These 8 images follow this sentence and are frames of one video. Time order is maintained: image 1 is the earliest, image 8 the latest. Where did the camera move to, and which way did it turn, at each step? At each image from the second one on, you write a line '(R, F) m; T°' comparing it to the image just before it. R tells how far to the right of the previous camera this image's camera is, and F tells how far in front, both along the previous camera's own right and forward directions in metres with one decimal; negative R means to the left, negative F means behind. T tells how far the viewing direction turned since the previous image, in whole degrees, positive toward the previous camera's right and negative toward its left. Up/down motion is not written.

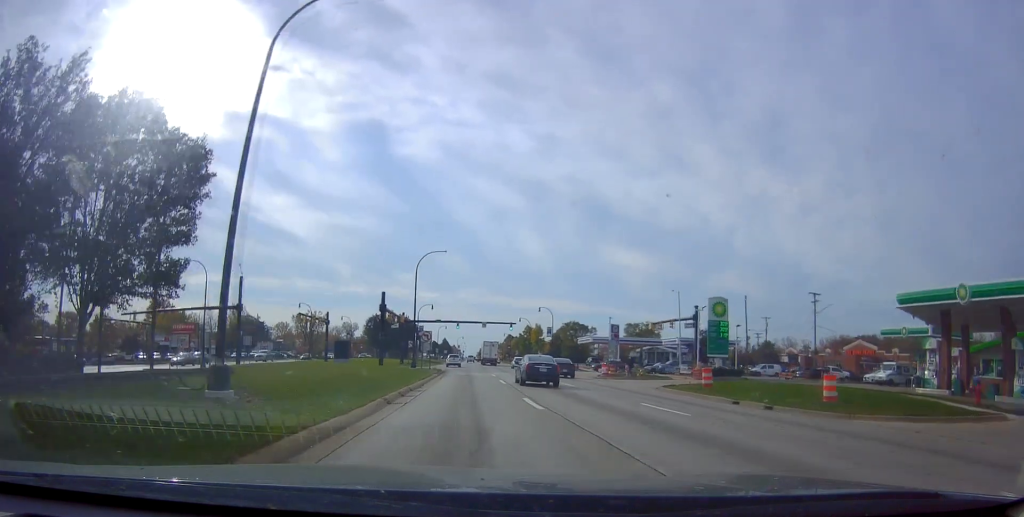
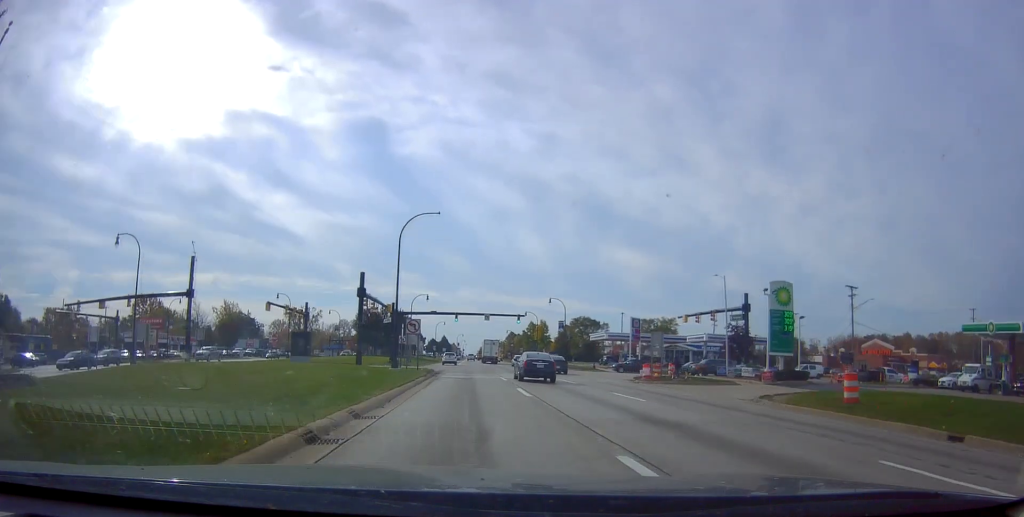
(-0.4, +11.8) m; 0°
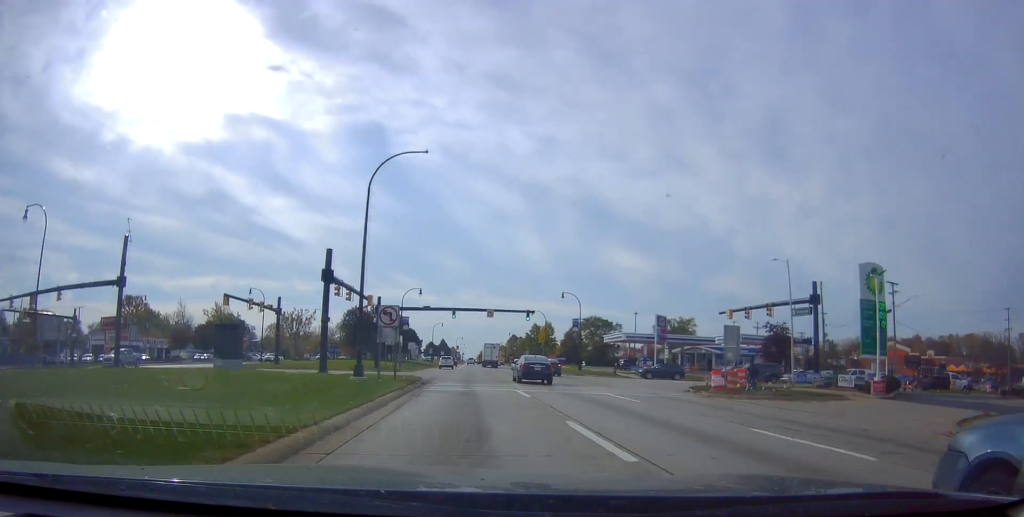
(-0.3, +11.3) m; 0°
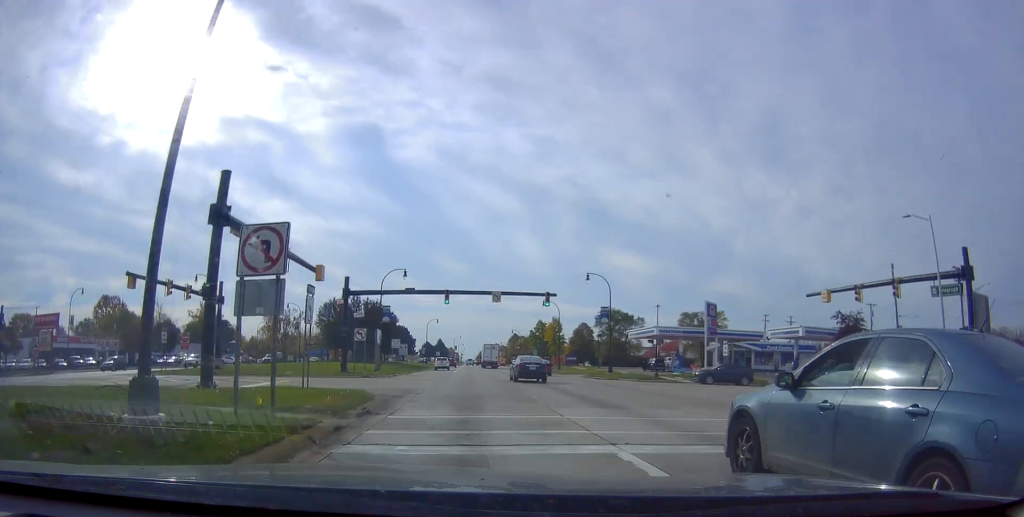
(+0.6, +16.0) m; +2°
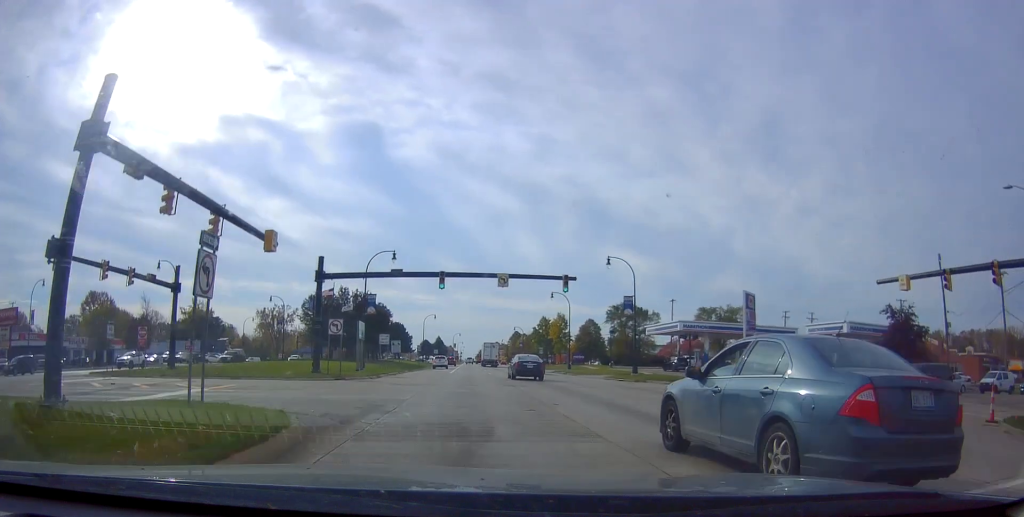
(0.0, +8.5) m; 0°
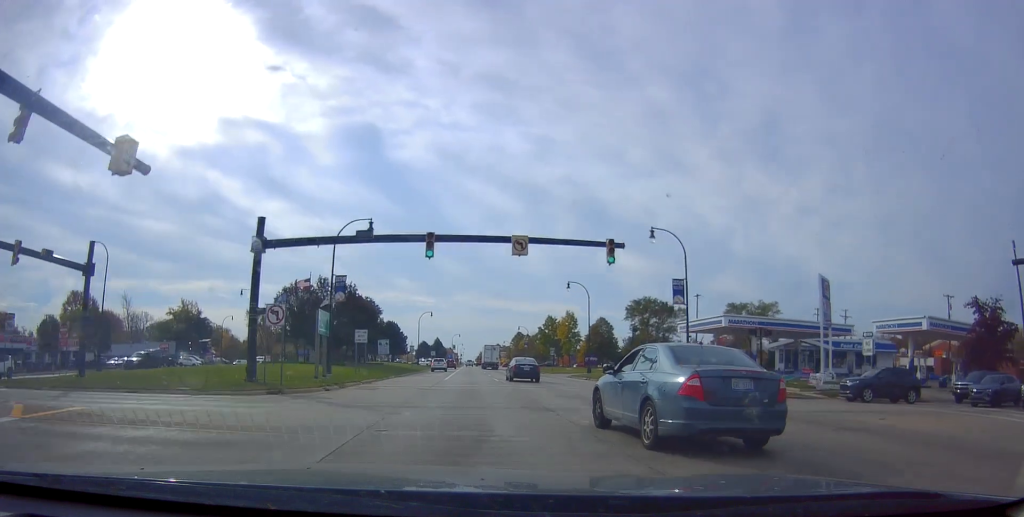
(0.0, +11.8) m; 0°
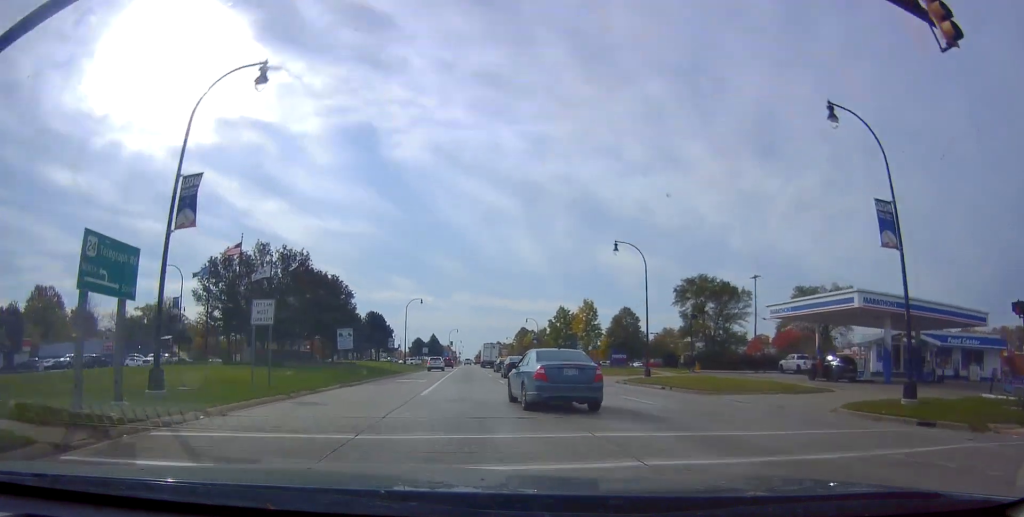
(0.0, +20.3) m; -2°
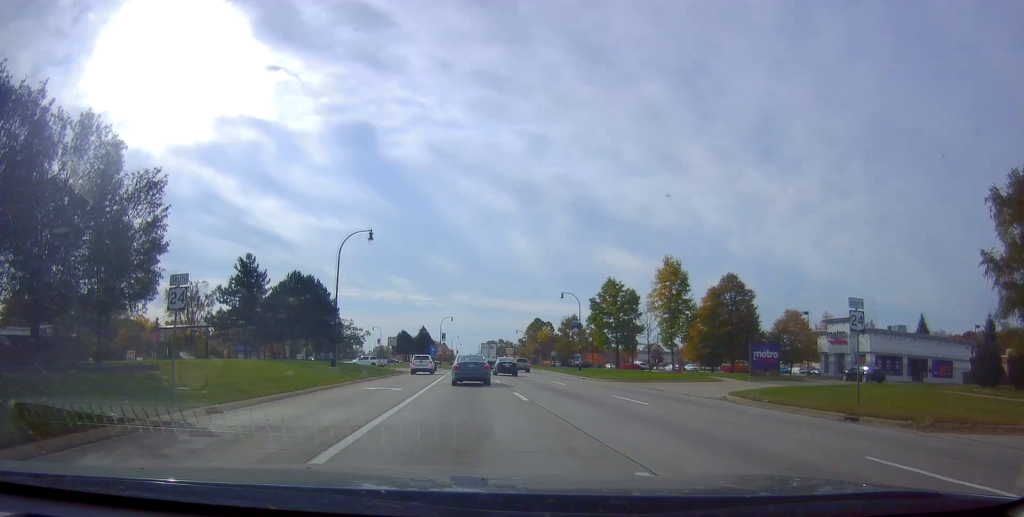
(+0.1, +44.0) m; +2°
